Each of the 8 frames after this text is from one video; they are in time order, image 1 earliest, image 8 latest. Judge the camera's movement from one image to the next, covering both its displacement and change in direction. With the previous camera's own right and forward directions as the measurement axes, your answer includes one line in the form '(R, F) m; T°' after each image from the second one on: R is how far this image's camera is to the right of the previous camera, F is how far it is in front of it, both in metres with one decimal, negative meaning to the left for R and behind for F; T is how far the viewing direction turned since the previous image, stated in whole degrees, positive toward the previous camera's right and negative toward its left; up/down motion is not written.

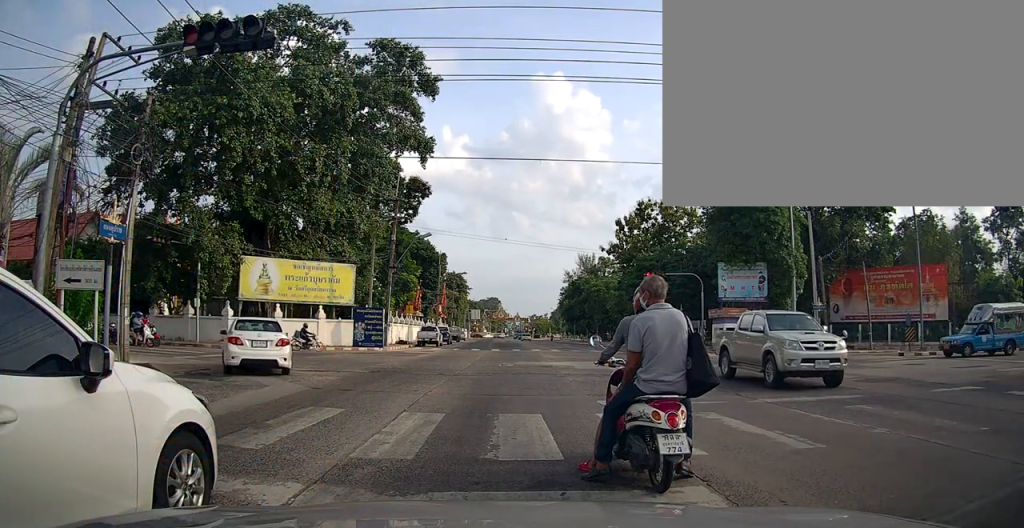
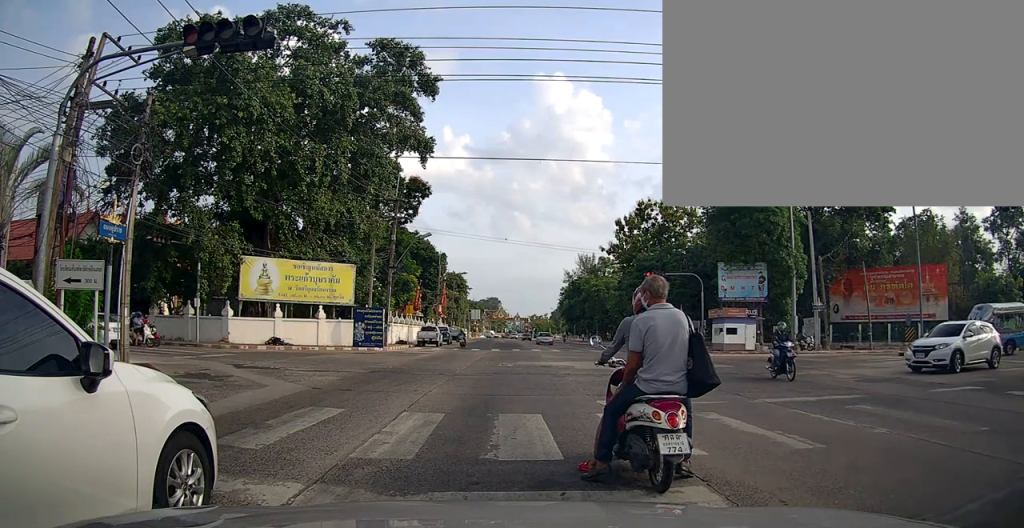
(0.0, 0.0) m; 0°
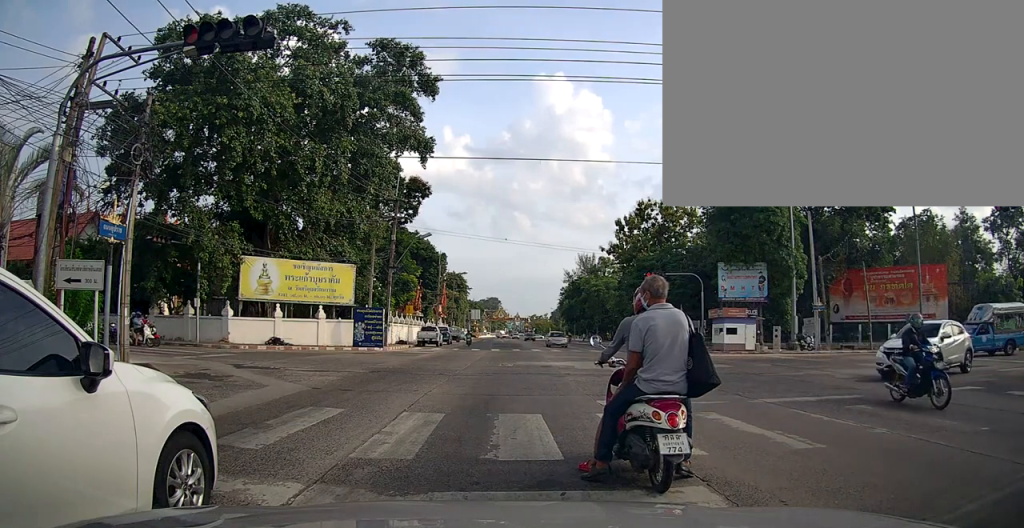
(0.0, 0.0) m; 0°
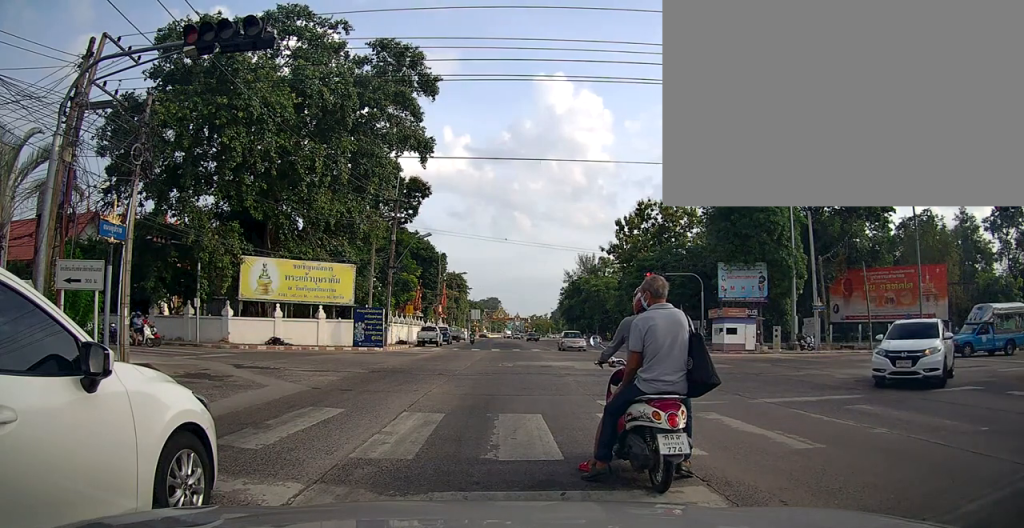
(0.0, 0.0) m; 0°
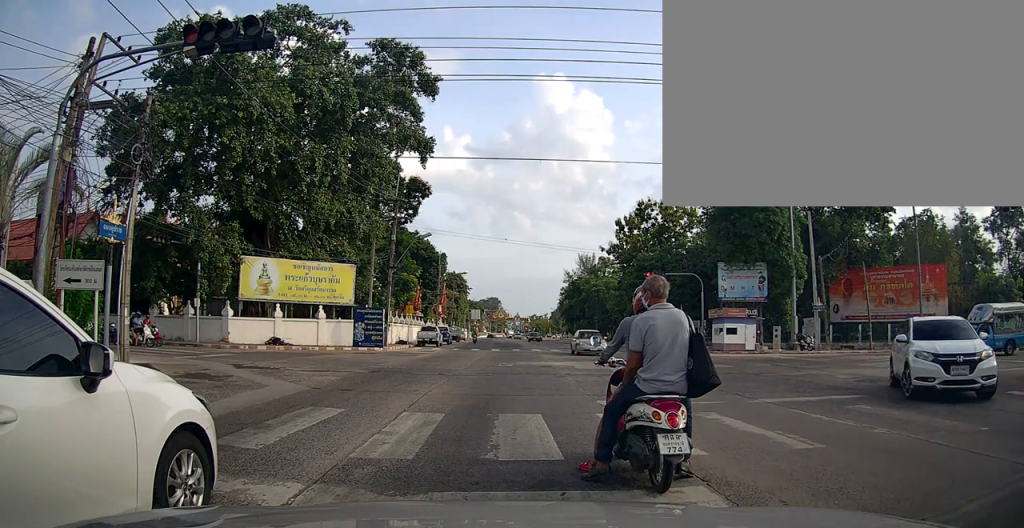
(0.0, 0.0) m; 0°
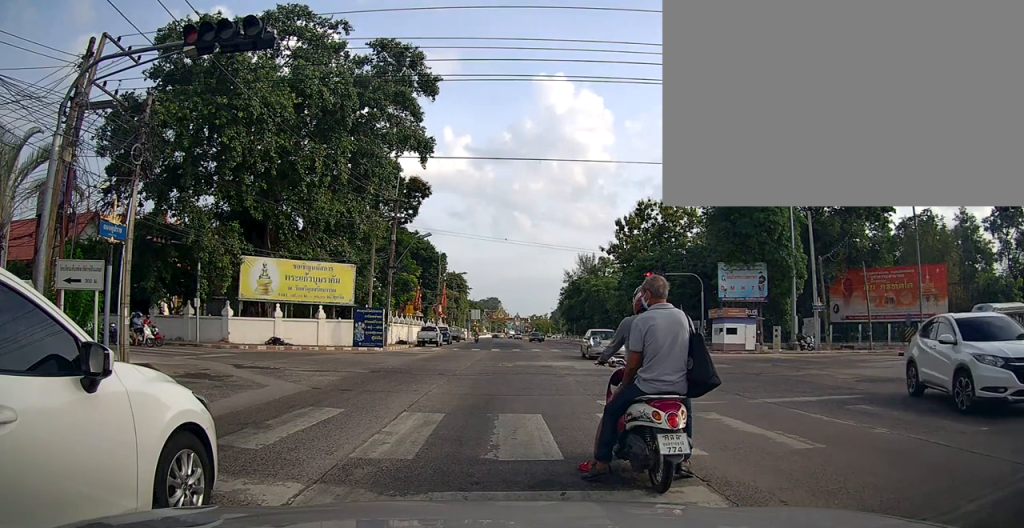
(0.0, 0.0) m; 0°
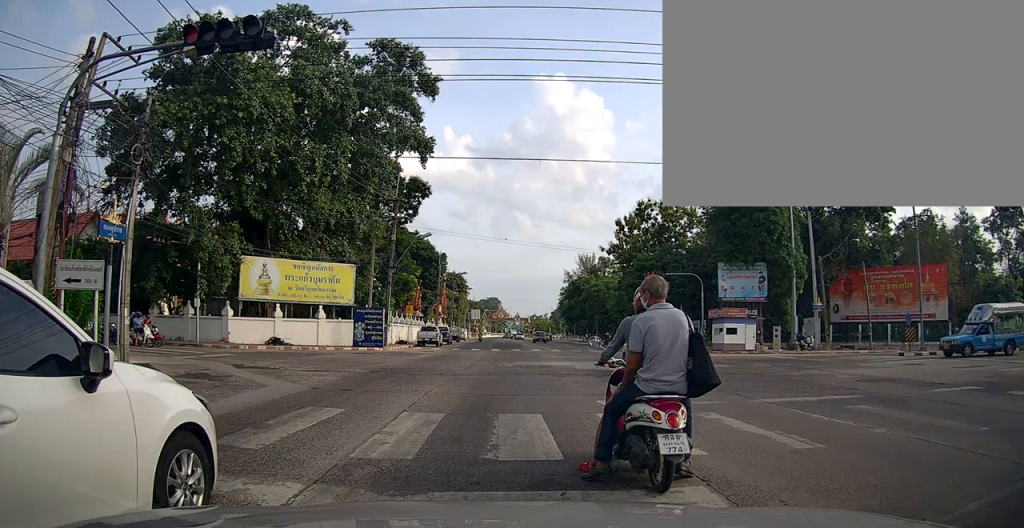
(0.0, 0.0) m; 0°
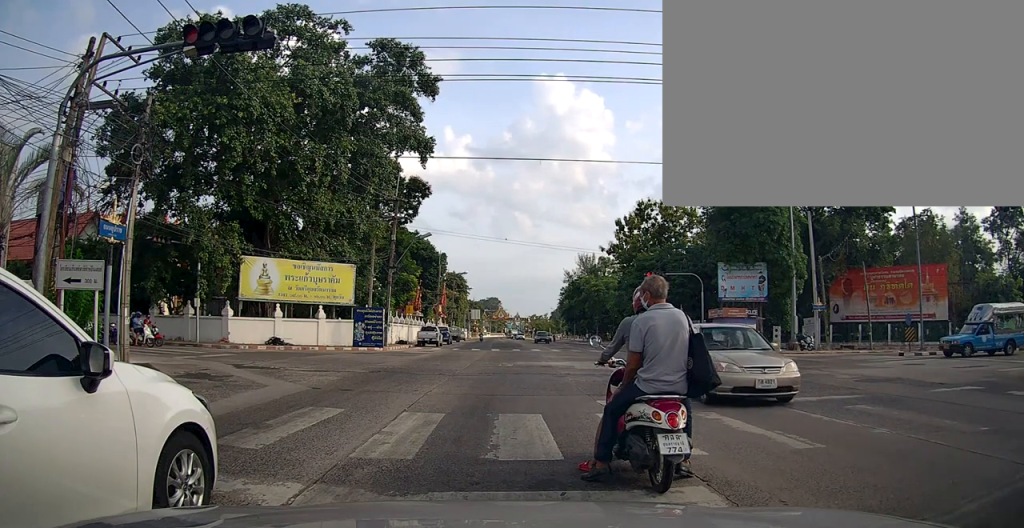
(0.0, 0.0) m; 0°
